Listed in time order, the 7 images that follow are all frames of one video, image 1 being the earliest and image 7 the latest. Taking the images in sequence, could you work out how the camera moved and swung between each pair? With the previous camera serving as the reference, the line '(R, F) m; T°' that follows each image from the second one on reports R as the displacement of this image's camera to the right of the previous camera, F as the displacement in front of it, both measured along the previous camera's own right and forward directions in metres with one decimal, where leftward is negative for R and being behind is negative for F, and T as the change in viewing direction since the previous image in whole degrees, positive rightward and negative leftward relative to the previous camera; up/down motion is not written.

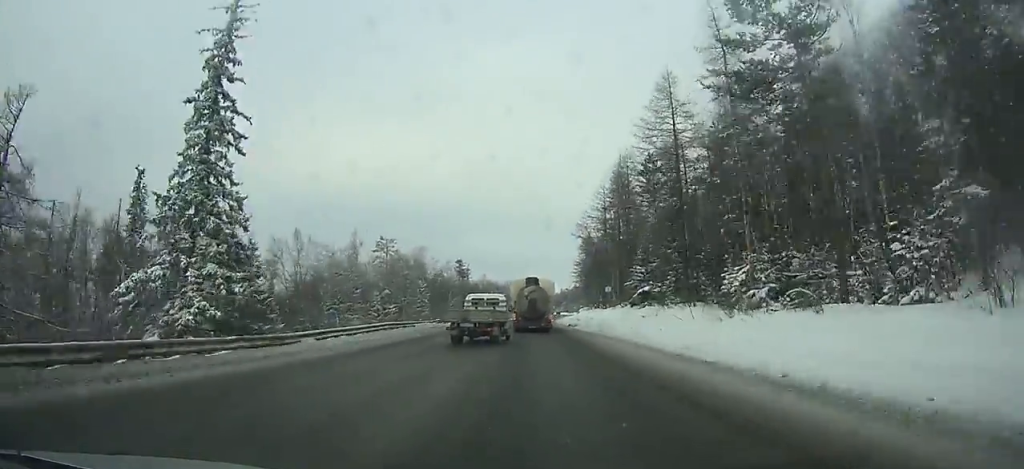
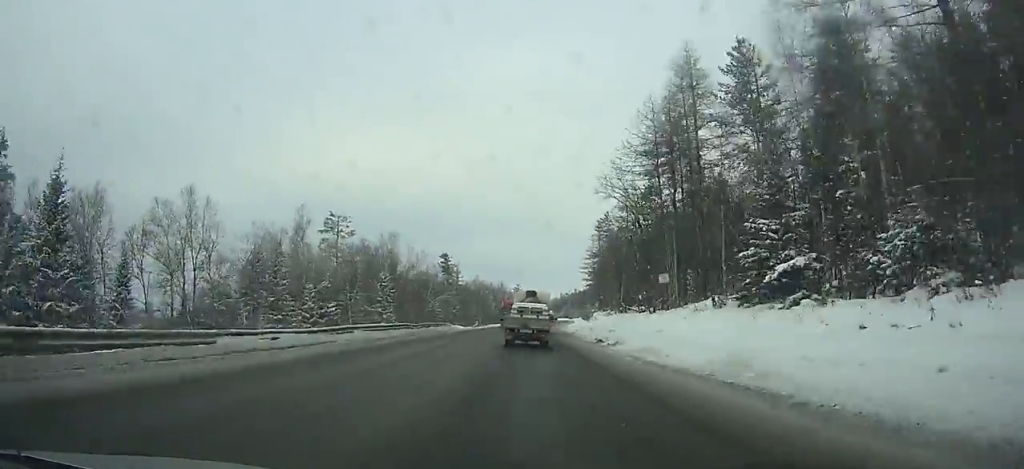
(+0.2, +27.9) m; +1°
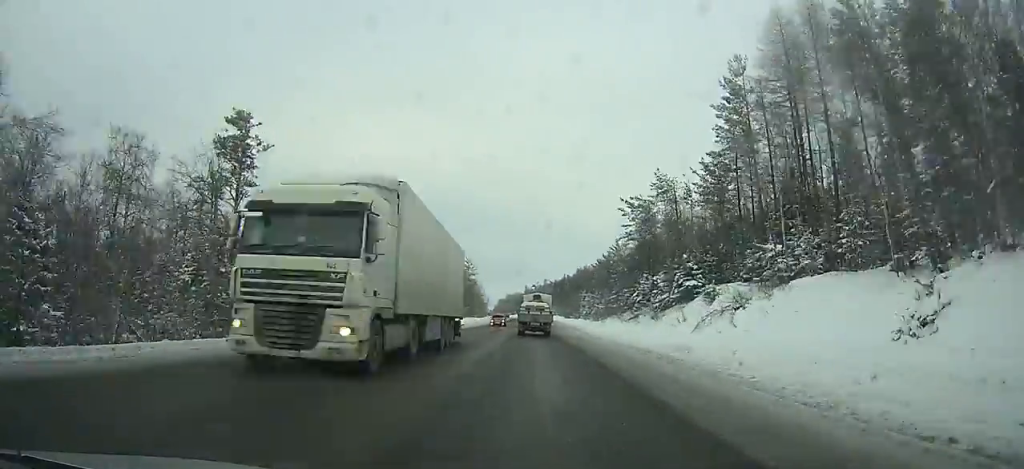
(+1.5, +90.9) m; +3°
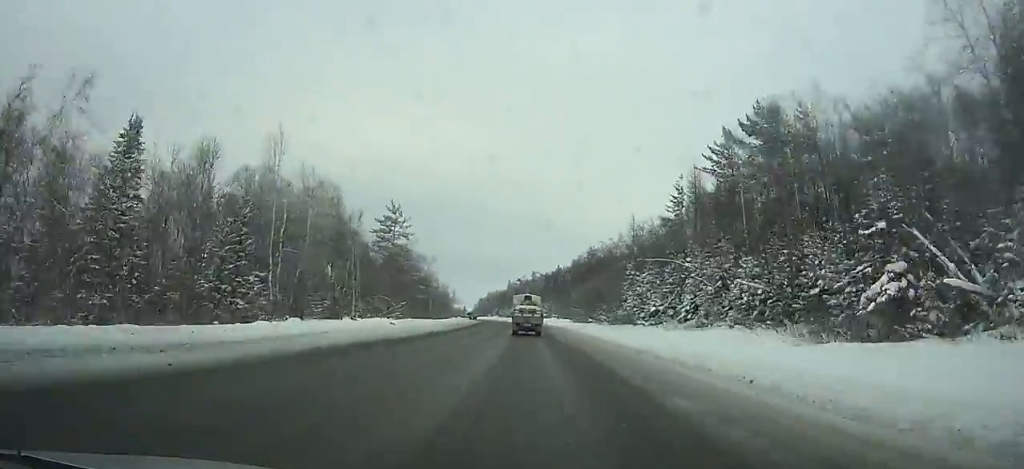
(+1.7, +73.6) m; +2°
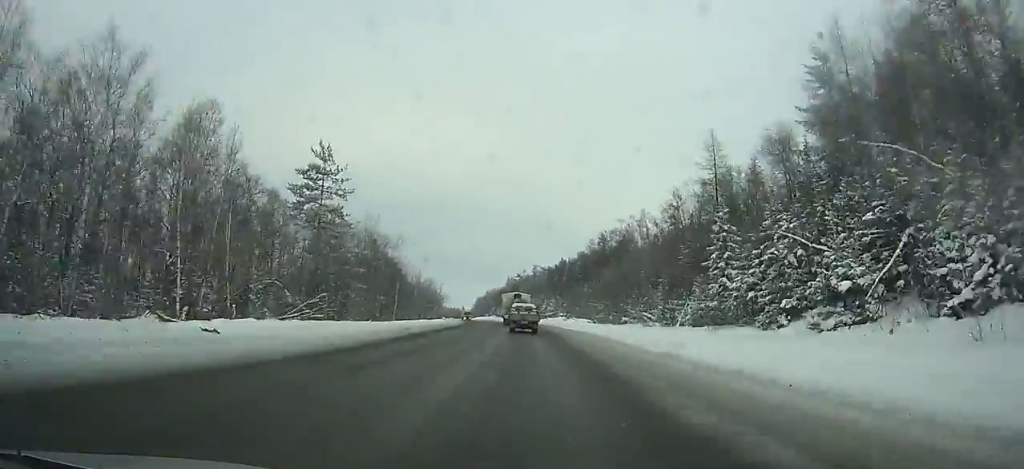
(0.0, +28.0) m; 0°
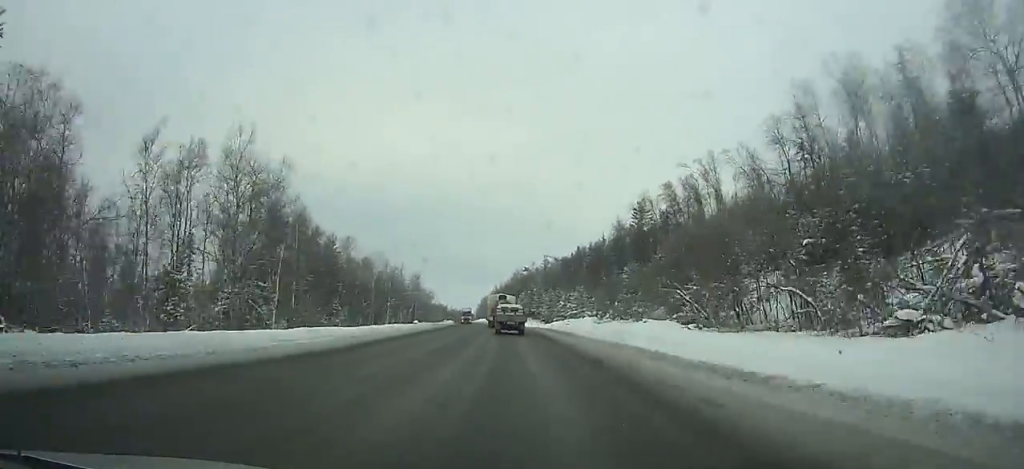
(+0.1, +40.8) m; -1°
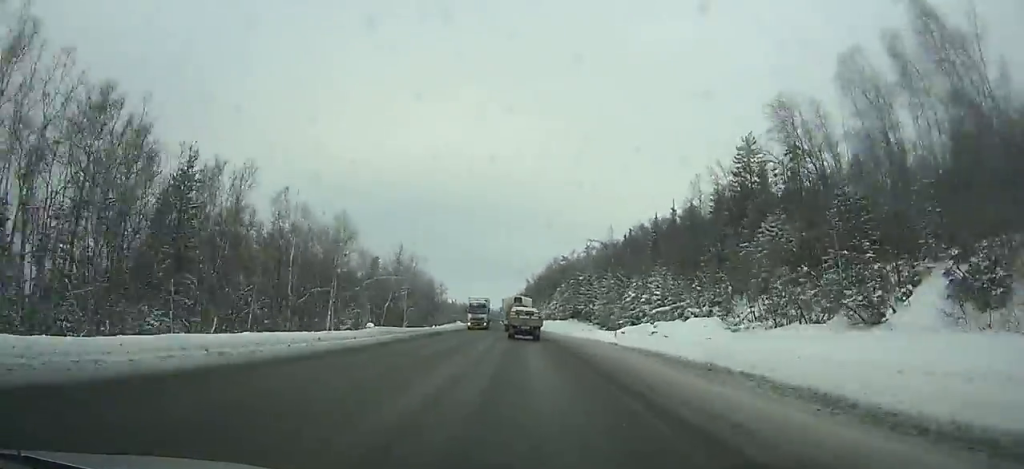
(-0.7, +39.4) m; -2°
